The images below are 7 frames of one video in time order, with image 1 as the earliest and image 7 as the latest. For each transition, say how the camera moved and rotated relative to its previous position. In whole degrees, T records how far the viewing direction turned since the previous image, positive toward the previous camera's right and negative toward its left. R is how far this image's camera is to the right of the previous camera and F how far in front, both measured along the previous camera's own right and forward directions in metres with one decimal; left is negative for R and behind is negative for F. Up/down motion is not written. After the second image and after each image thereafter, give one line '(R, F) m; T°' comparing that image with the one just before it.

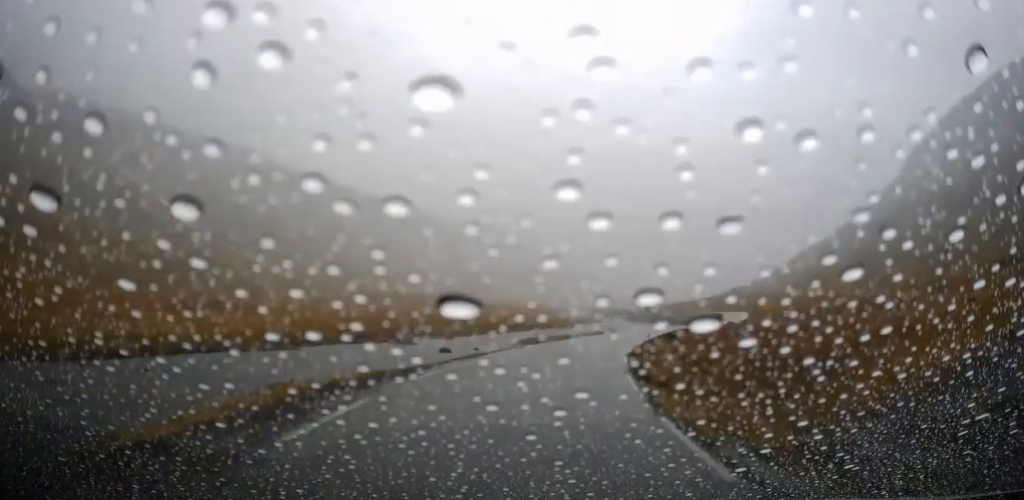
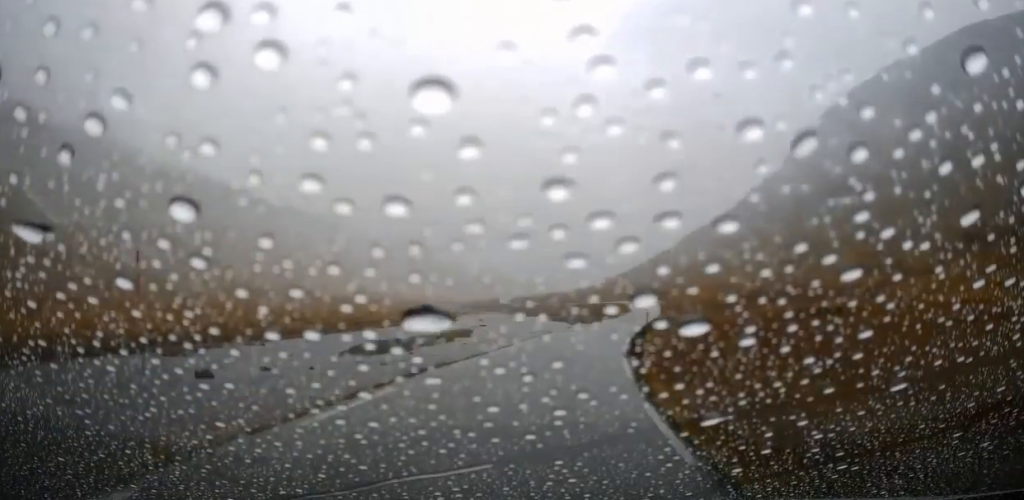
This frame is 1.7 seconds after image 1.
(+0.1, +23.4) m; +9°
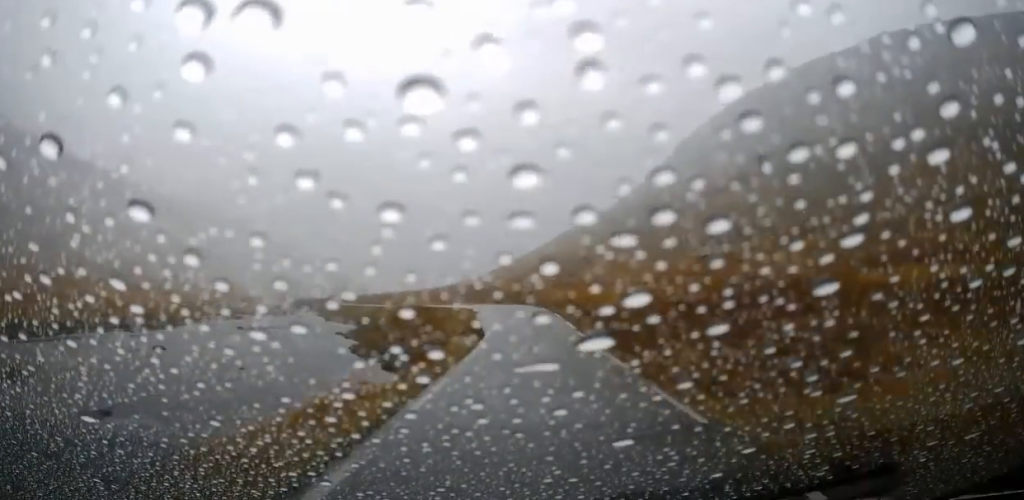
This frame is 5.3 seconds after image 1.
(+11.3, +49.7) m; +18°
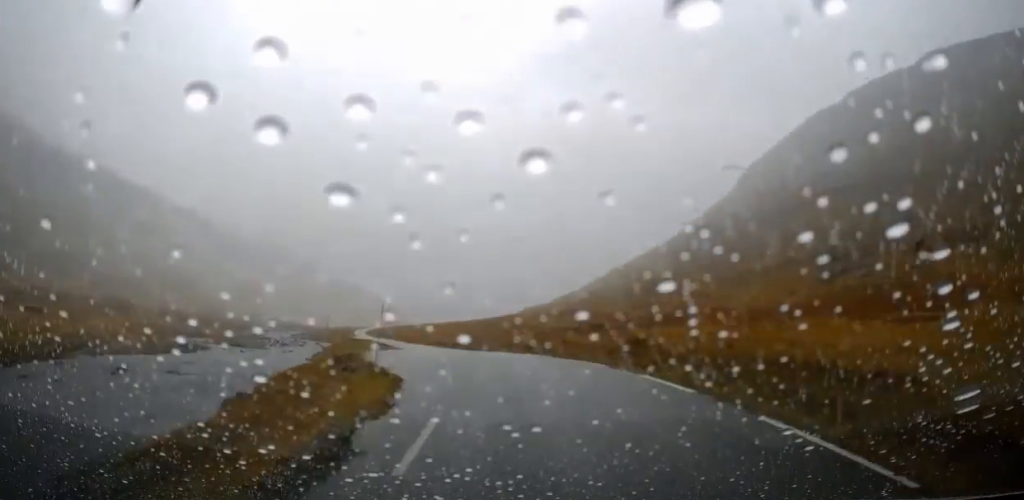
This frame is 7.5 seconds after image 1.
(+0.4, +32.7) m; -8°
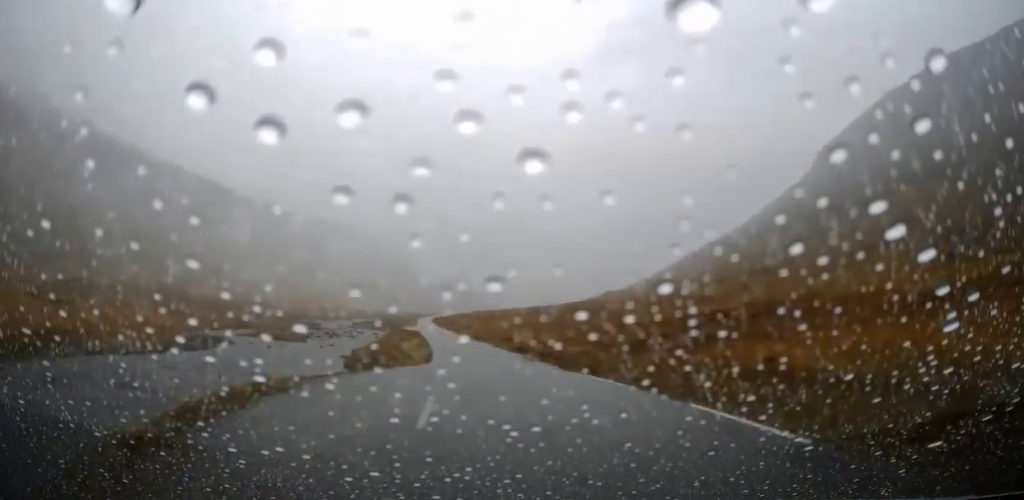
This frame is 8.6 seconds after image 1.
(-2.4, +16.0) m; -5°
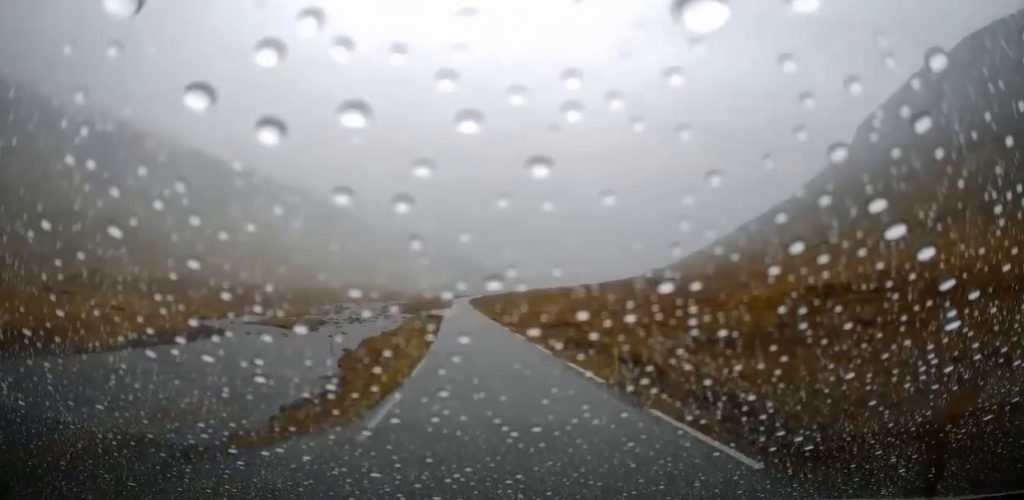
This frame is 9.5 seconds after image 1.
(-0.9, +13.1) m; -4°
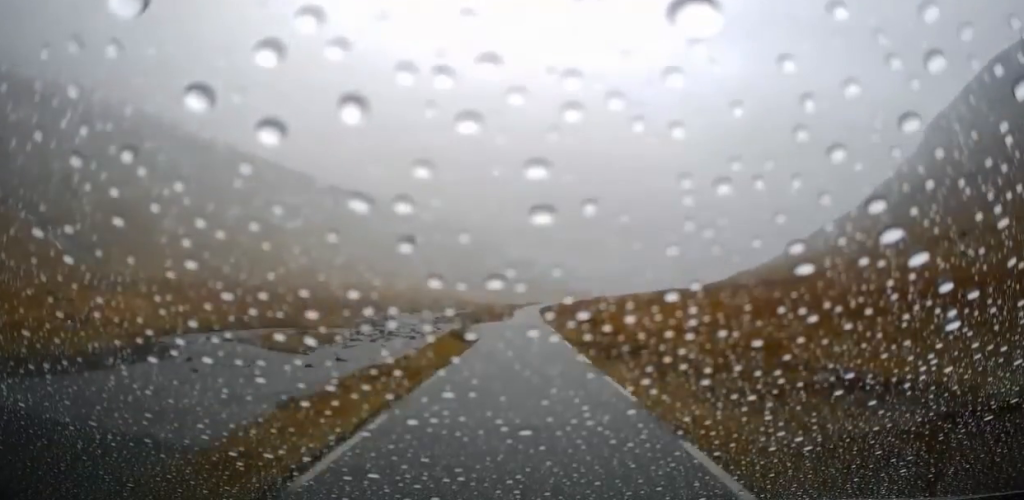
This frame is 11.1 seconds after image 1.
(-0.1, +25.7) m; 0°
